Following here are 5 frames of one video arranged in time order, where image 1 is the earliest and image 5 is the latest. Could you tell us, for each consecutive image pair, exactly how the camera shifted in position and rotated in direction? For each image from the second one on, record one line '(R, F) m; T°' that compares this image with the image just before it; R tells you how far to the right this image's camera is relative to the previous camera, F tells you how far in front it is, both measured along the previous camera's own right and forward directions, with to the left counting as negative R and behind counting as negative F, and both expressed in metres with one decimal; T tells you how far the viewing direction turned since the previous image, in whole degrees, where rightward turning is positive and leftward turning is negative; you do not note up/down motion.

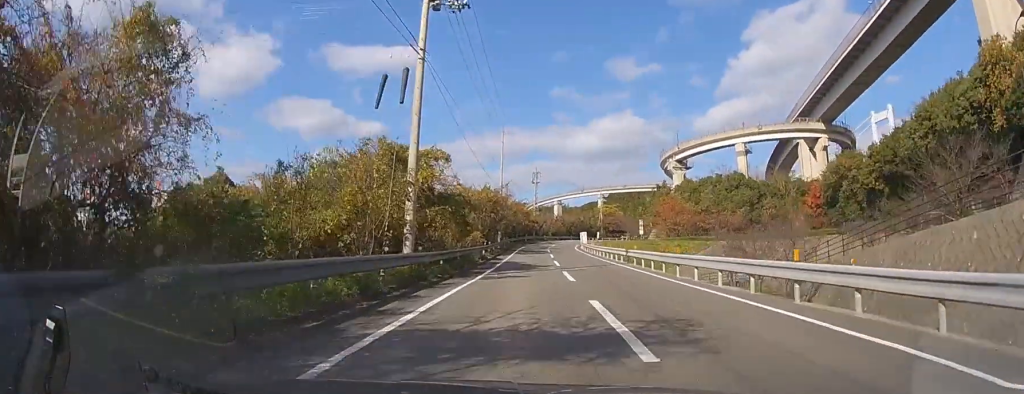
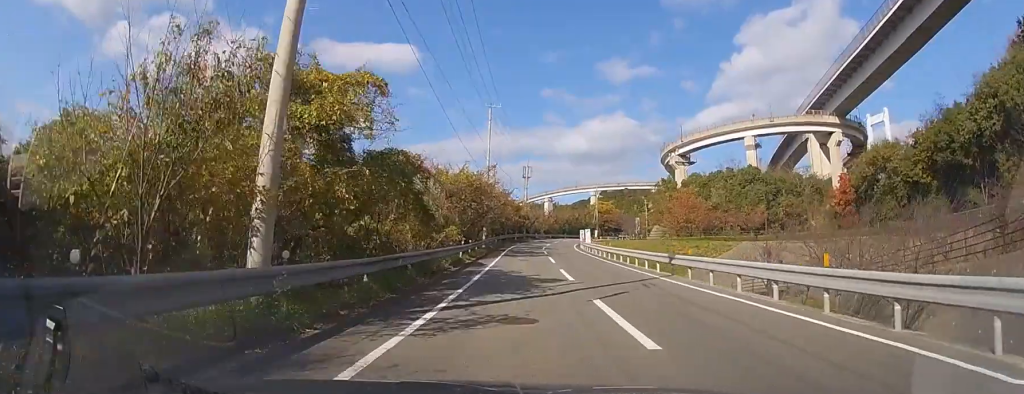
(0.0, +8.9) m; 0°
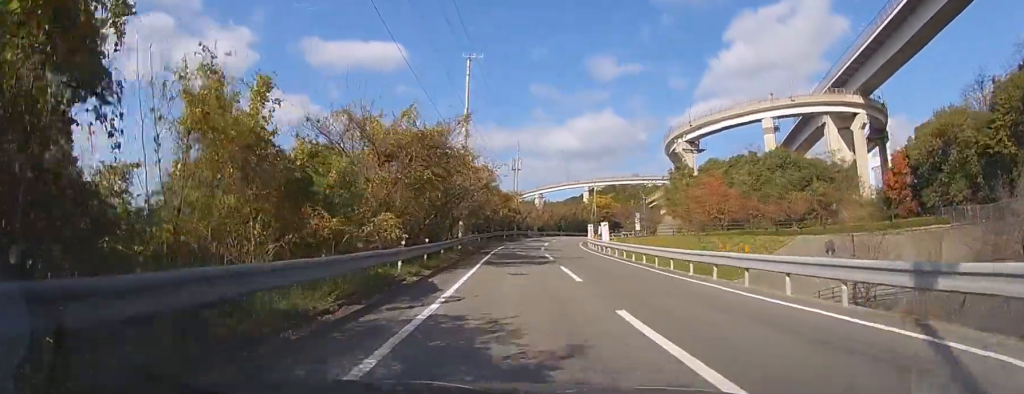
(0.0, +12.7) m; 0°
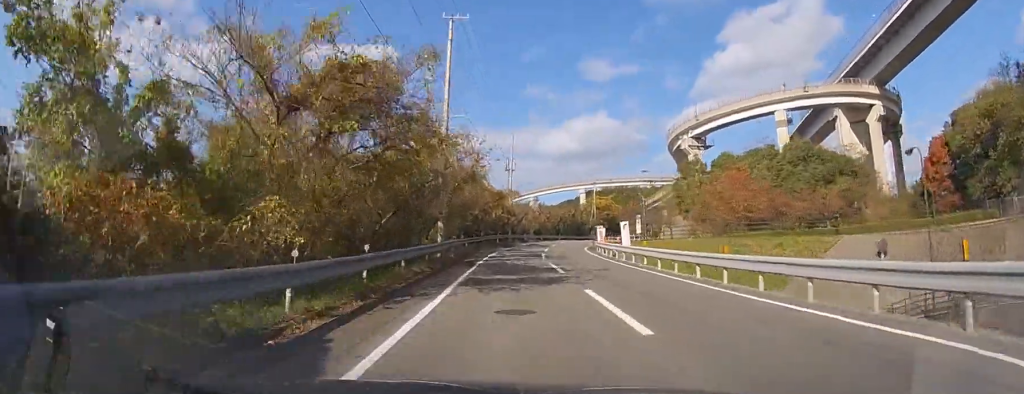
(0.0, +7.1) m; 0°
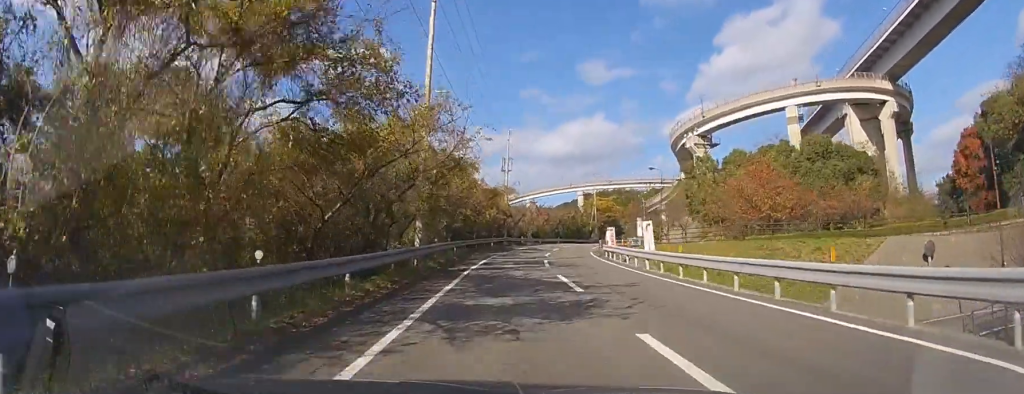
(0.0, +4.8) m; 0°
